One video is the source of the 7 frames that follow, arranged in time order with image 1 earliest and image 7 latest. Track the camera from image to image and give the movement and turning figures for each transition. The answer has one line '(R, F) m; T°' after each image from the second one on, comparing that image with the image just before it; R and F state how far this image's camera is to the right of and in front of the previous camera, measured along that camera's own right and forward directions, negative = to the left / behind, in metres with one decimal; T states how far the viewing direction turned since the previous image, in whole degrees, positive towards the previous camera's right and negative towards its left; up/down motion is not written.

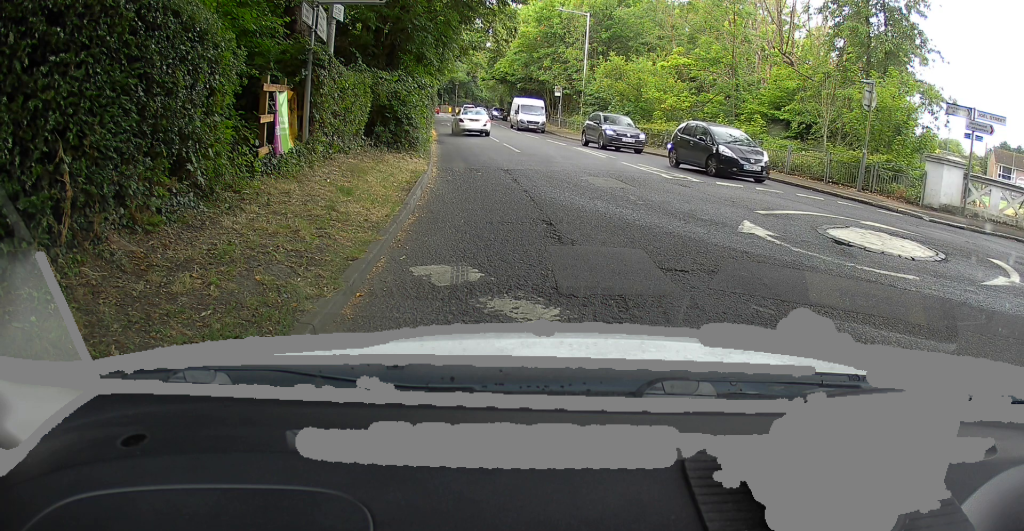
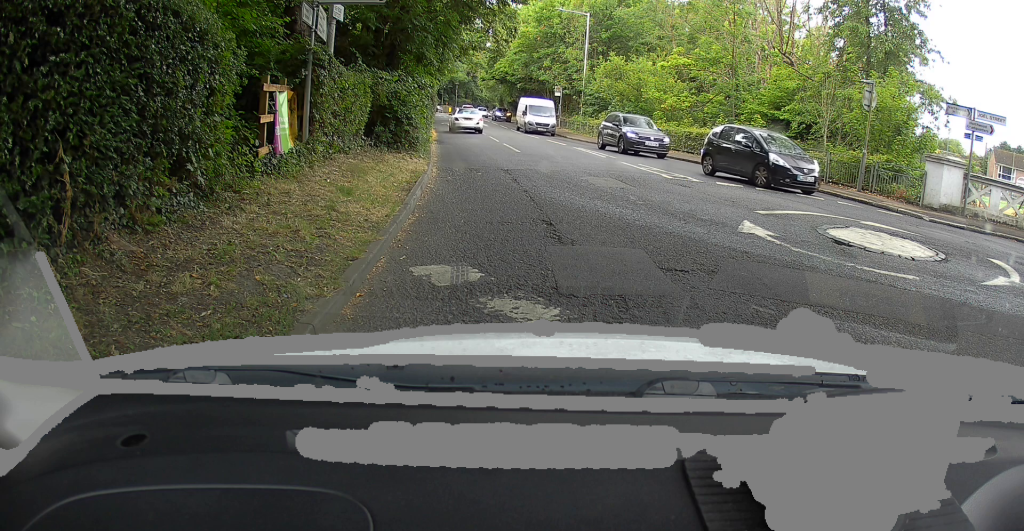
(0.0, 0.0) m; 0°
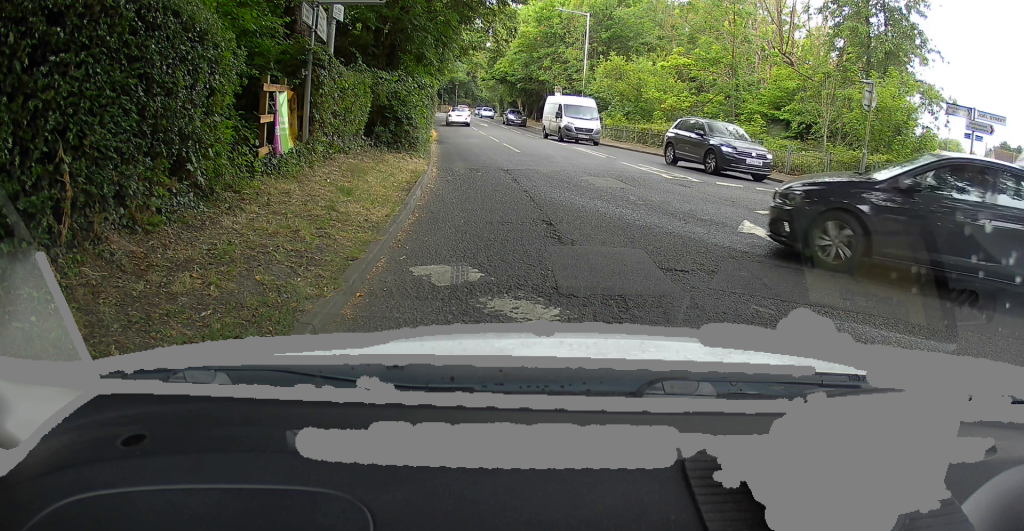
(0.0, 0.0) m; 0°
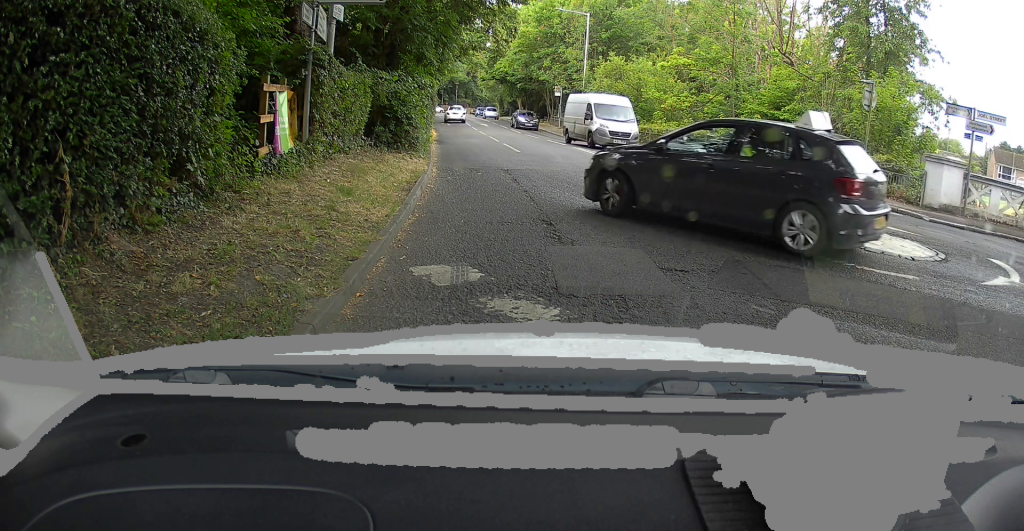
(0.0, 0.0) m; 0°
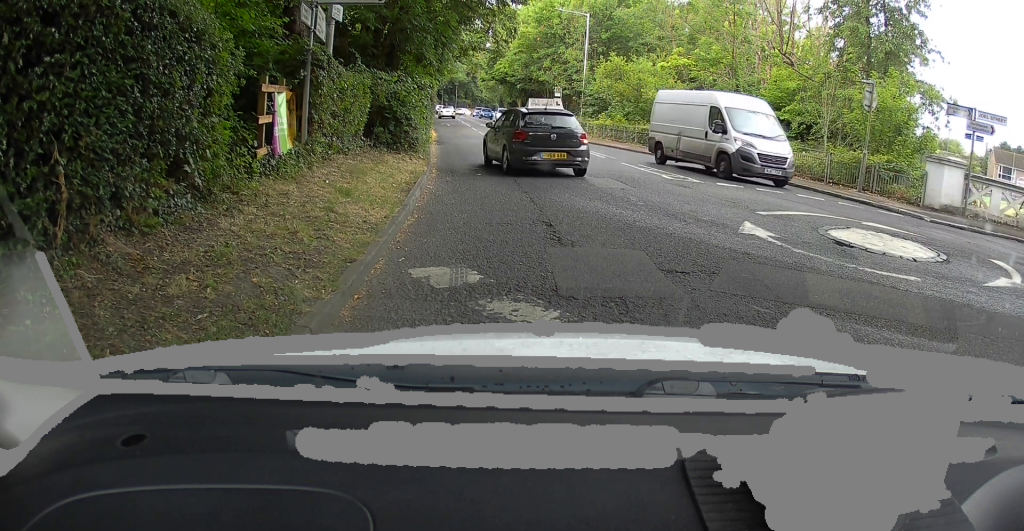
(0.0, 0.0) m; 0°
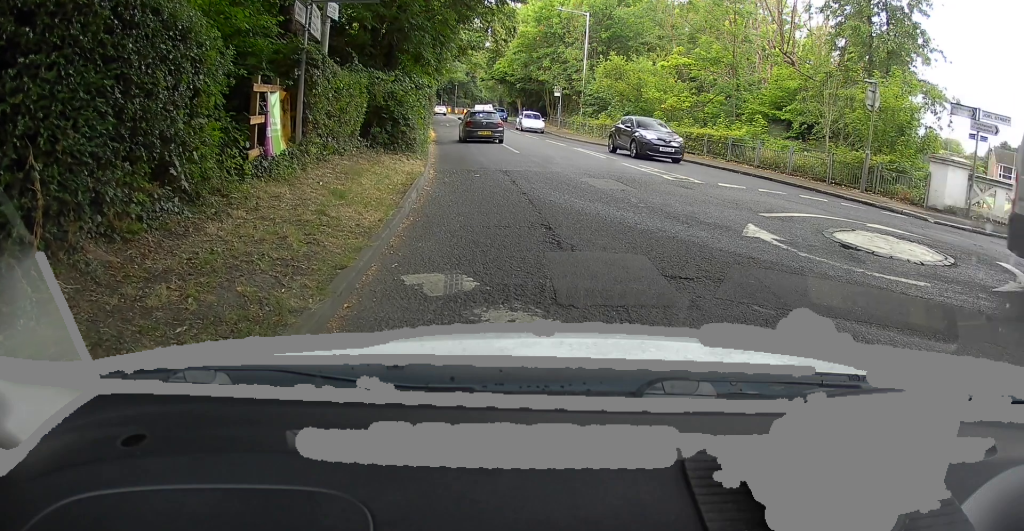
(0.0, 0.0) m; 0°
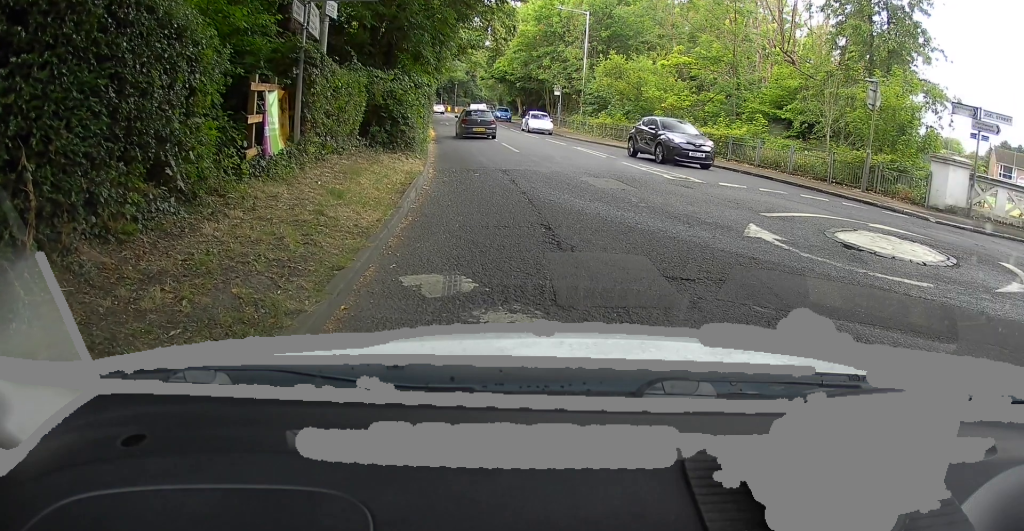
(0.0, 0.0) m; 0°
